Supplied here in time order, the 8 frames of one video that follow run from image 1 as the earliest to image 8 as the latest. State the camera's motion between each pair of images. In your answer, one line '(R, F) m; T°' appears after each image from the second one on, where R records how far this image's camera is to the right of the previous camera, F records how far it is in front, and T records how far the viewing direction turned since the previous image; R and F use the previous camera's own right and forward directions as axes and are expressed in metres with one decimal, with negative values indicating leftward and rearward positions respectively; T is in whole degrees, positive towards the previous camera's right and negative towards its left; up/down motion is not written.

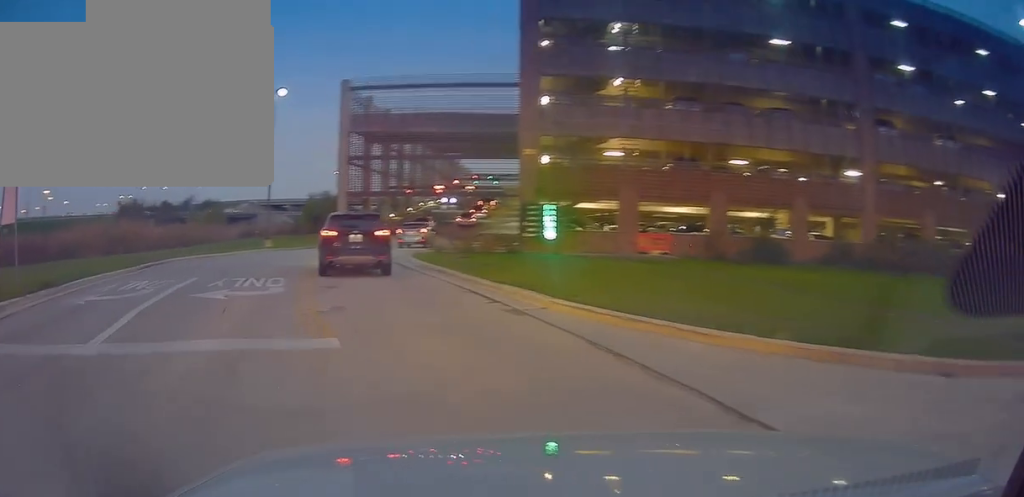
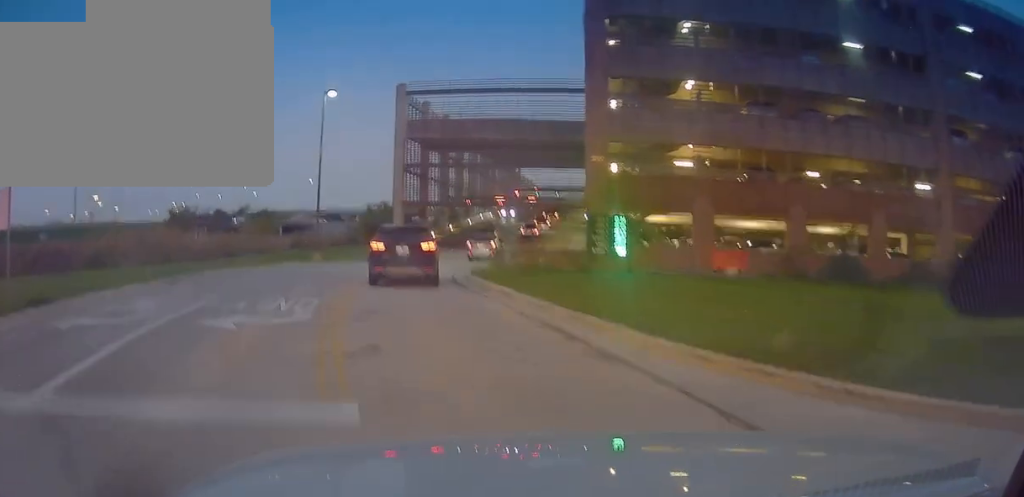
(0.0, +2.3) m; 0°
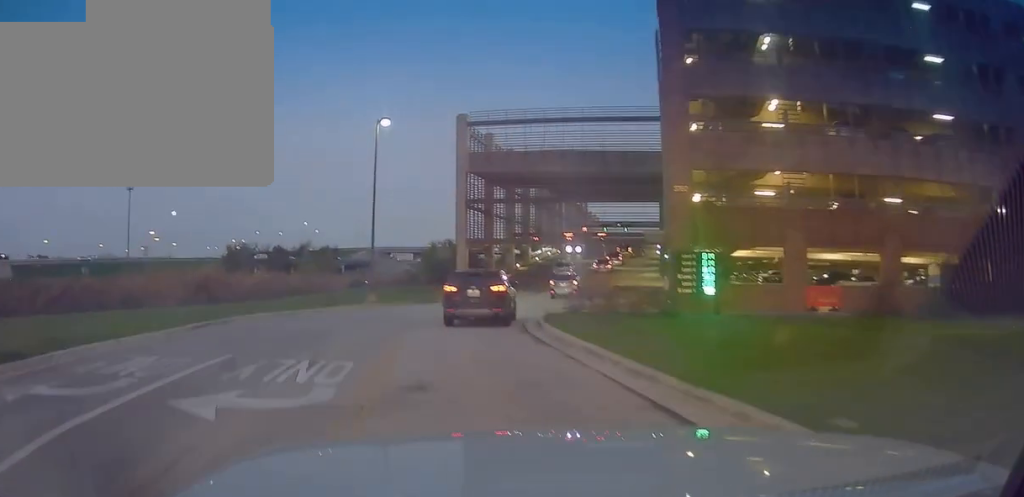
(0.0, +3.0) m; -4°
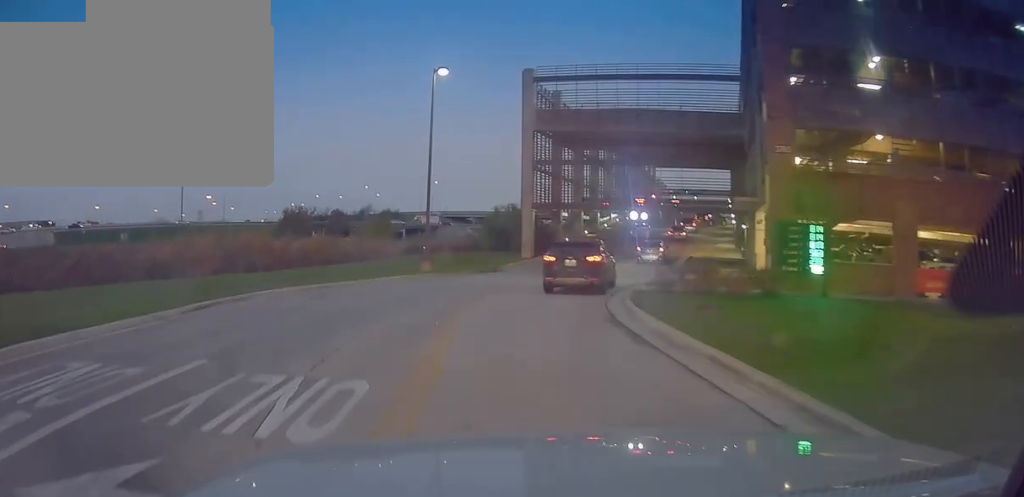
(+0.2, +3.6) m; -9°
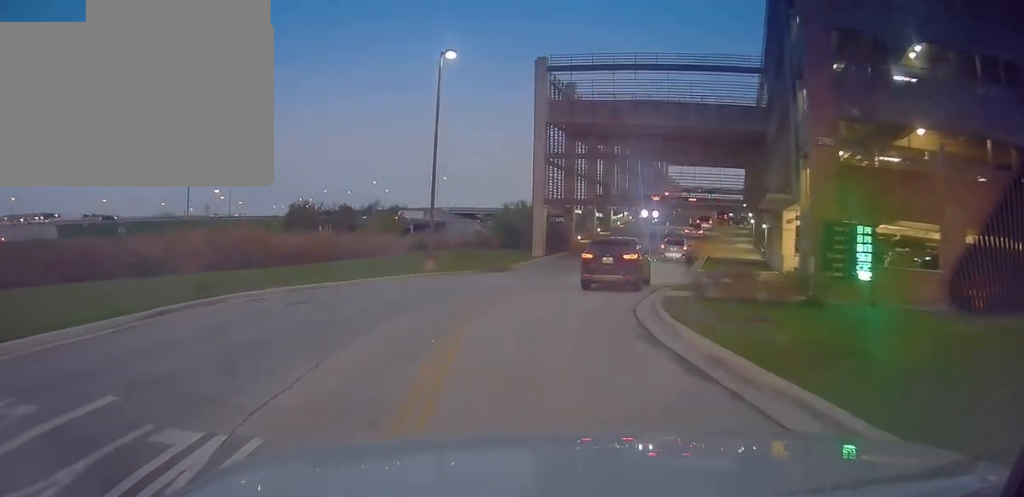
(-0.4, +2.4) m; -5°
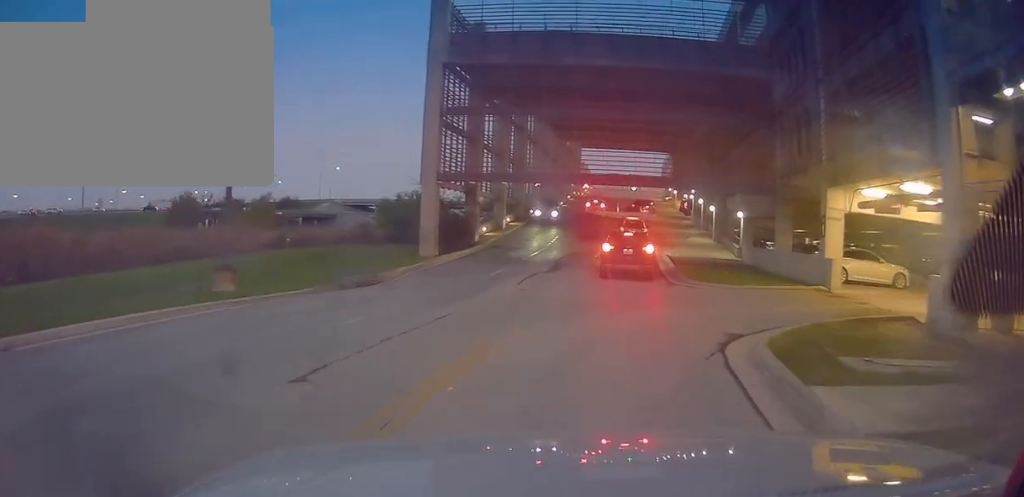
(-1.8, +13.4) m; -4°
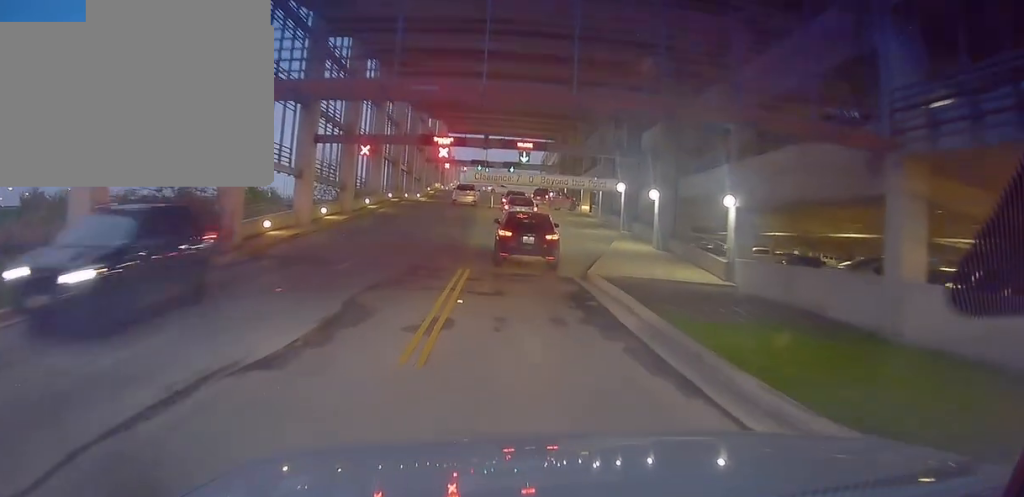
(+3.6, +18.0) m; +16°
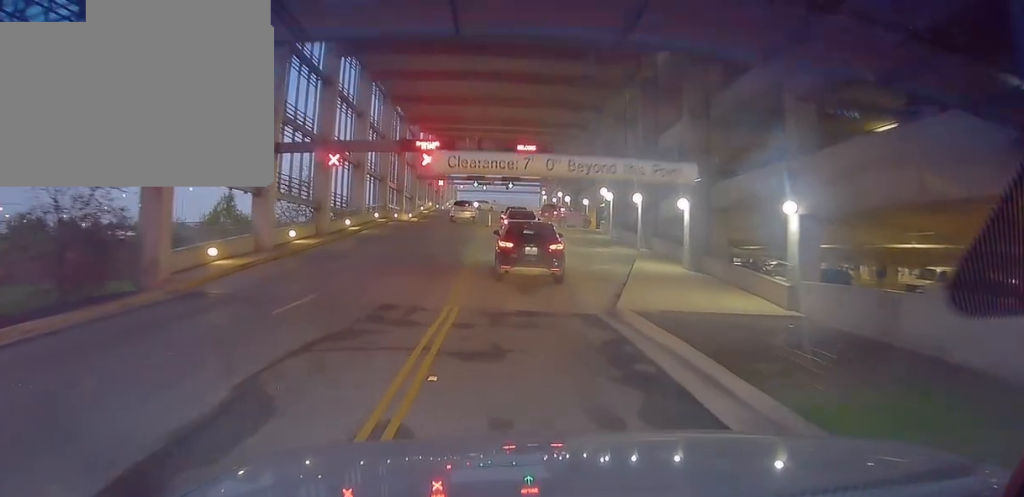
(0.0, +5.6) m; 0°
